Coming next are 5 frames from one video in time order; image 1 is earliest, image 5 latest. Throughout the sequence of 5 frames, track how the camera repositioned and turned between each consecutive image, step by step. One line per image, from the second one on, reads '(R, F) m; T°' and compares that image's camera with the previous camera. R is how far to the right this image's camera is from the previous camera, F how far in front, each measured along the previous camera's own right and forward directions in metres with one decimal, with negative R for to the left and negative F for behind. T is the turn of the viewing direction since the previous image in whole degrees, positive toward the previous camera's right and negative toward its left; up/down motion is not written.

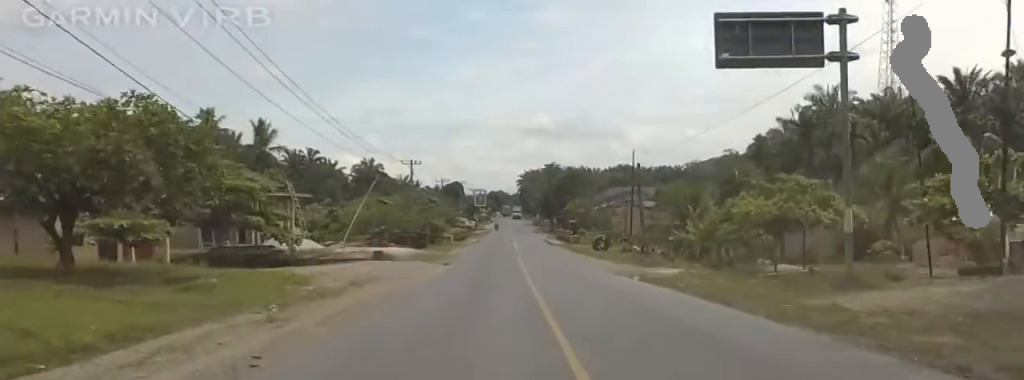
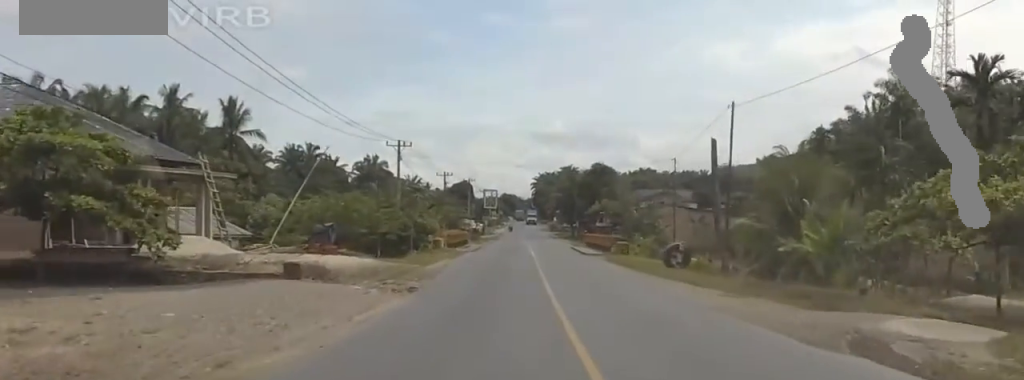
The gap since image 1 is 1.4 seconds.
(0.0, +19.6) m; +2°
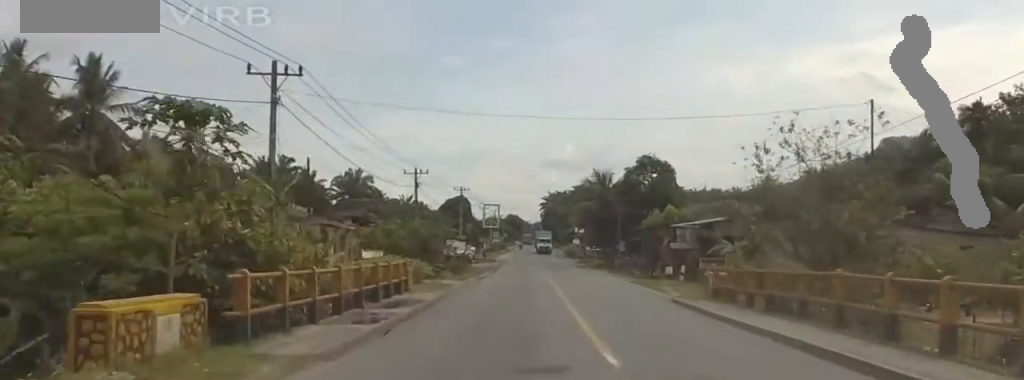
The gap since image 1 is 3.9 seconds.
(+0.3, +37.1) m; -2°
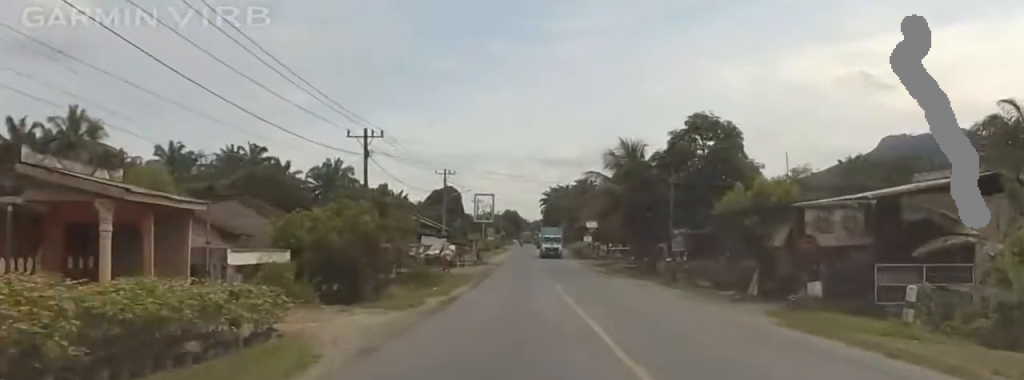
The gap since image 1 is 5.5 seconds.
(-0.1, +23.4) m; -2°
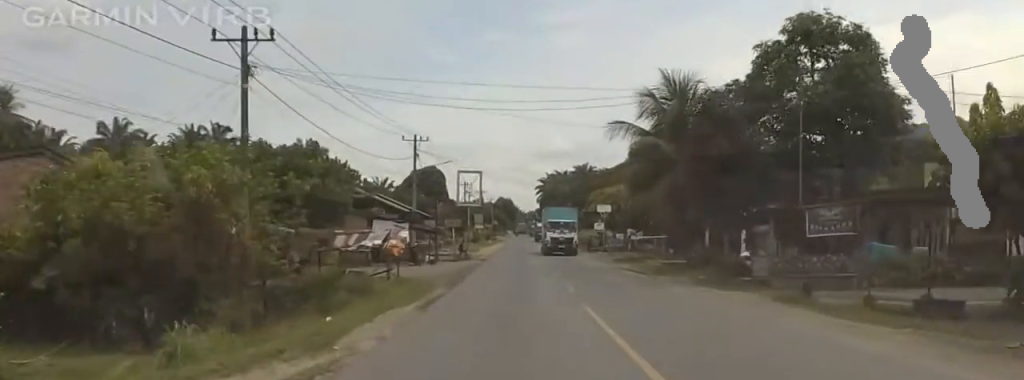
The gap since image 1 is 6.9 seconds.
(-0.5, +21.8) m; 0°
